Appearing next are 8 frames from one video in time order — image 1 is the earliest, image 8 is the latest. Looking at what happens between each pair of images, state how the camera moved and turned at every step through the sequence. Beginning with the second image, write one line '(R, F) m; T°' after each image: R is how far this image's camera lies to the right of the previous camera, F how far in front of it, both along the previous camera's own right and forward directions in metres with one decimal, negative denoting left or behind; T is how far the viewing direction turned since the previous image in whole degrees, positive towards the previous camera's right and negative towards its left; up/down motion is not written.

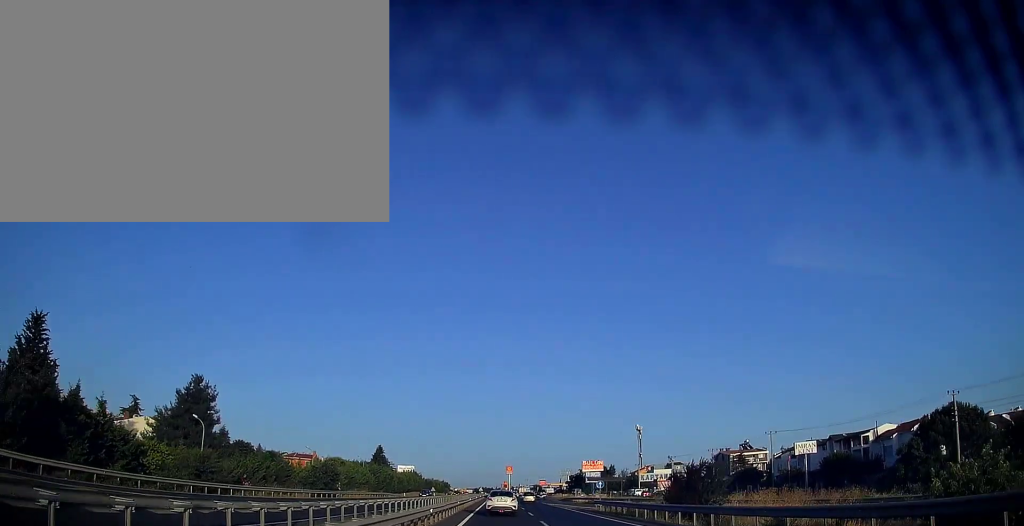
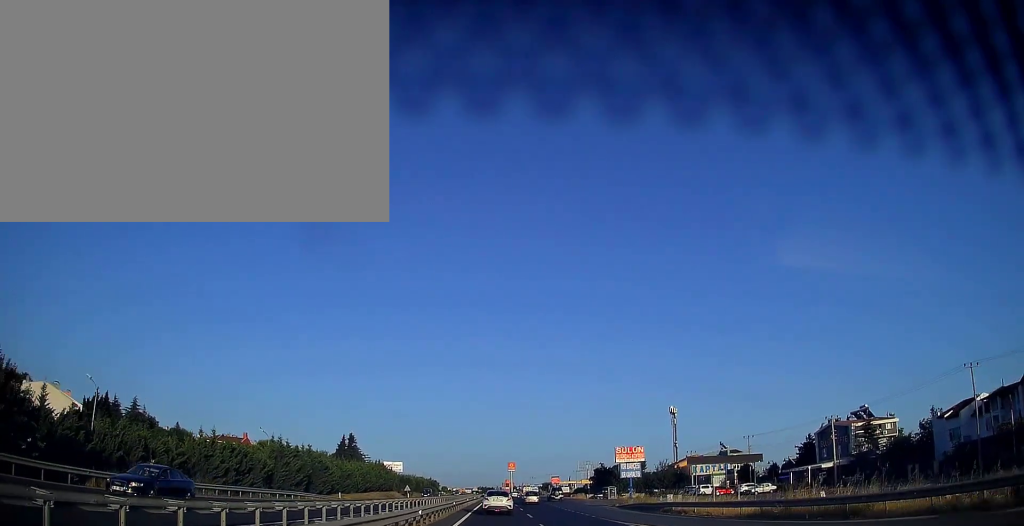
(+0.2, +50.0) m; 0°
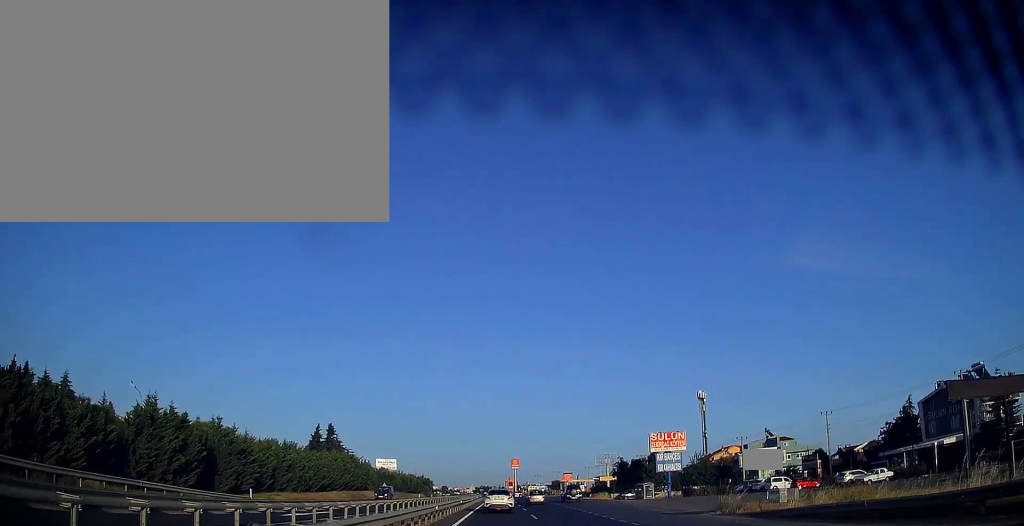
(-0.2, +27.4) m; 0°
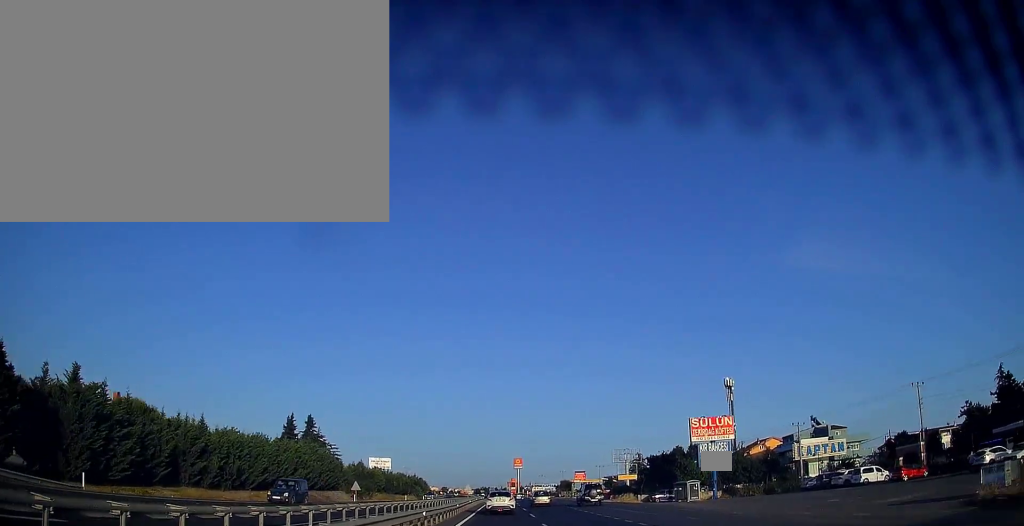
(0.0, +20.8) m; 0°
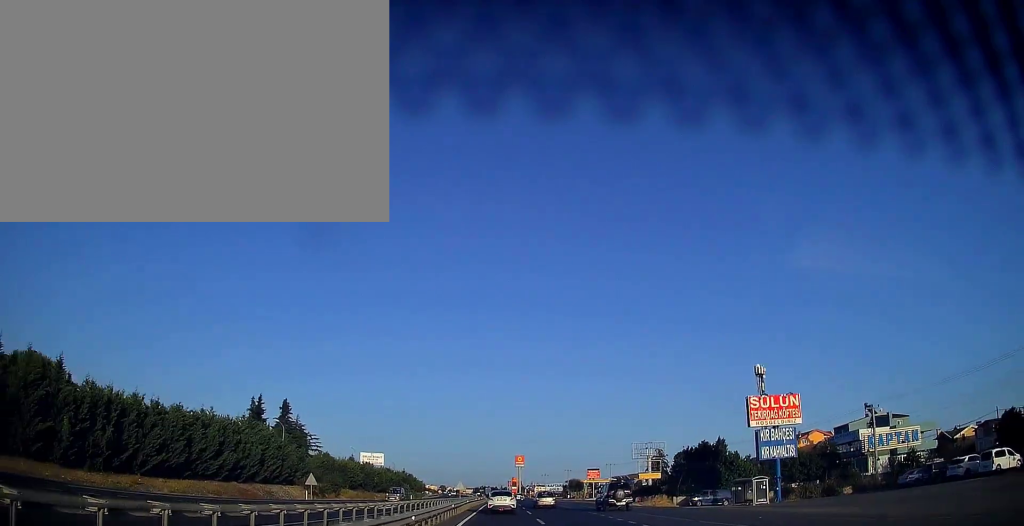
(+0.1, +18.9) m; 0°
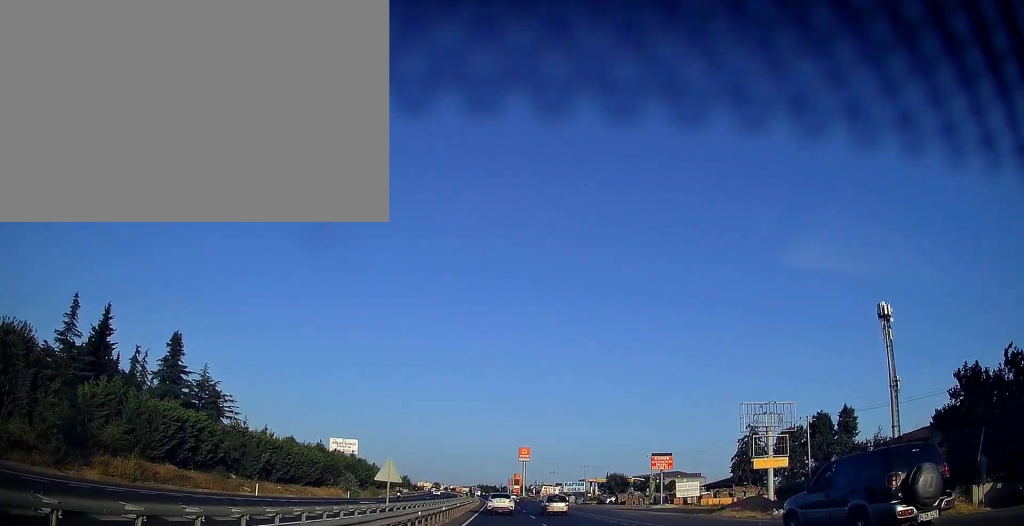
(-0.1, +49.9) m; 0°
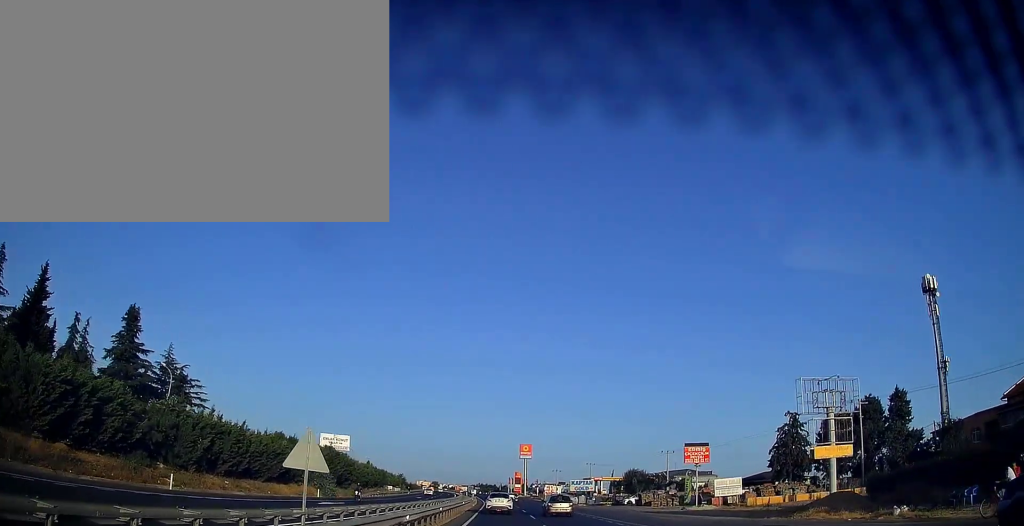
(-0.1, +12.2) m; 0°
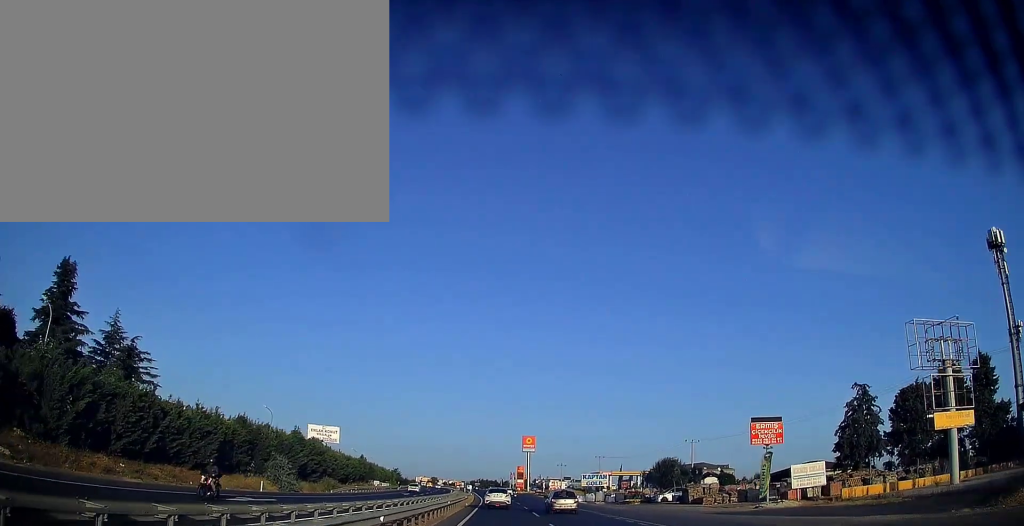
(+0.1, +15.0) m; 0°
